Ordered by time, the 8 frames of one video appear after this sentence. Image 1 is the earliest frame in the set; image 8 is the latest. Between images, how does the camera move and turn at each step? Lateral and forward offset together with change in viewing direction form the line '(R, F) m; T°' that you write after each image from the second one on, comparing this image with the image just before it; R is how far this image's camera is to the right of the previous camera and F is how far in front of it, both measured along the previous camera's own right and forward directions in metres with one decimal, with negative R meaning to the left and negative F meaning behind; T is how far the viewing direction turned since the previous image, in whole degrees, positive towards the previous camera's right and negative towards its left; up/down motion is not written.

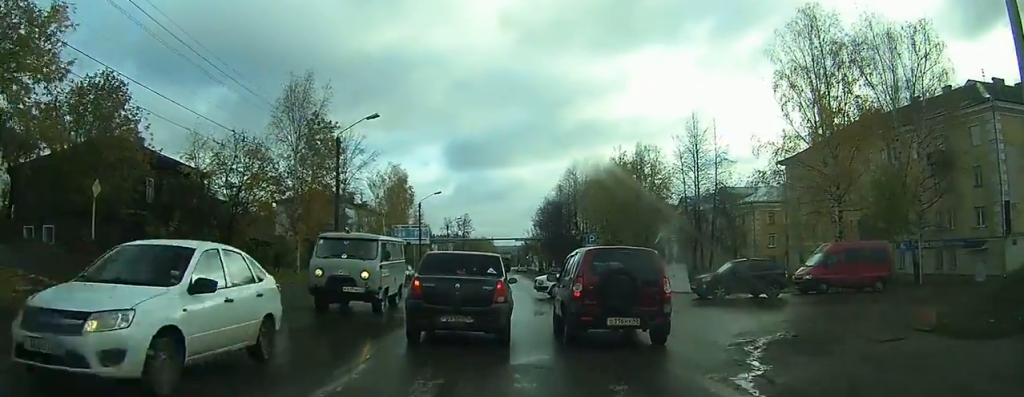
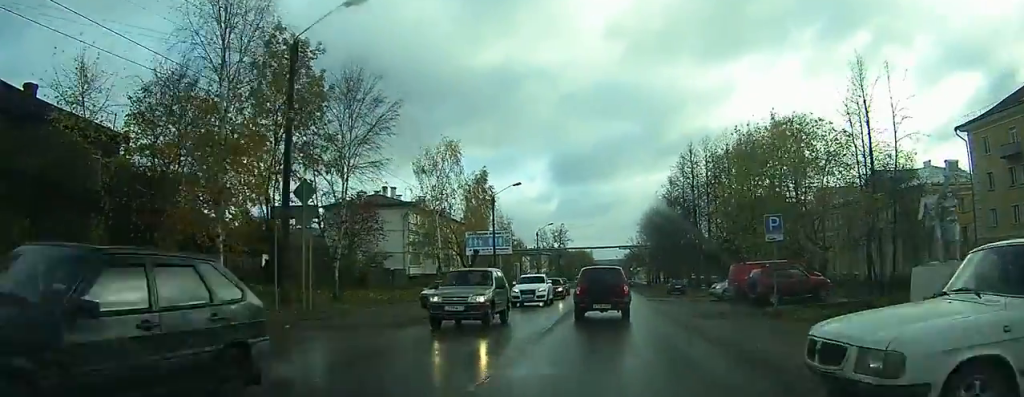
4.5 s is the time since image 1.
(-0.9, +19.7) m; -3°
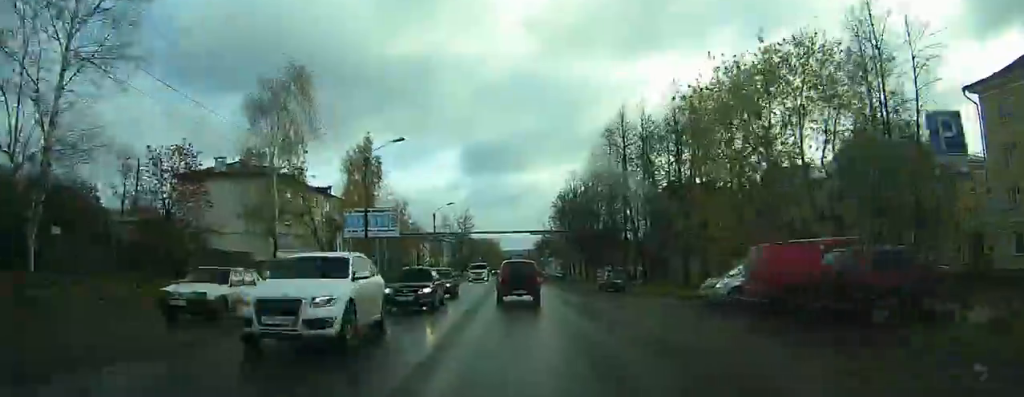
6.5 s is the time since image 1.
(+0.4, +14.3) m; +2°
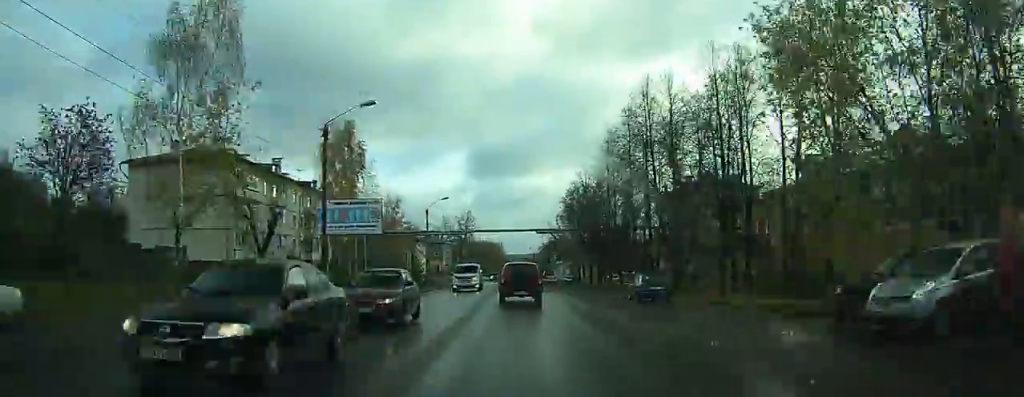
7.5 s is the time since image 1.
(+0.1, +9.2) m; 0°
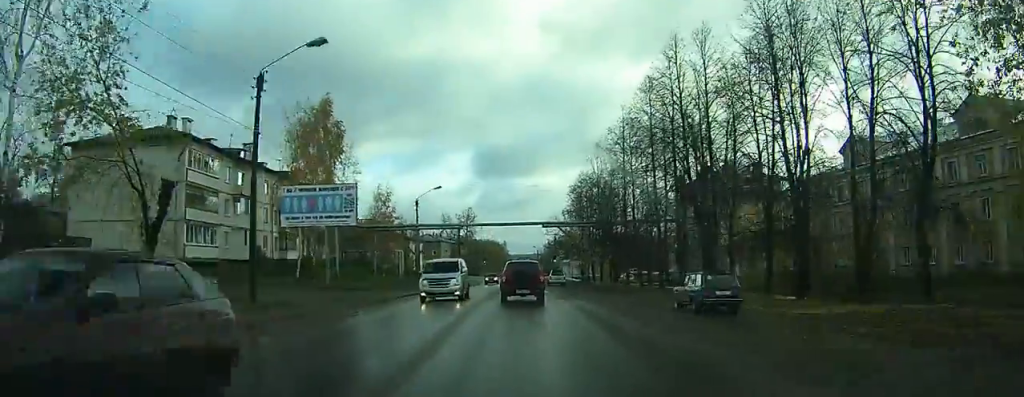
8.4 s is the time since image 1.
(0.0, +8.1) m; 0°
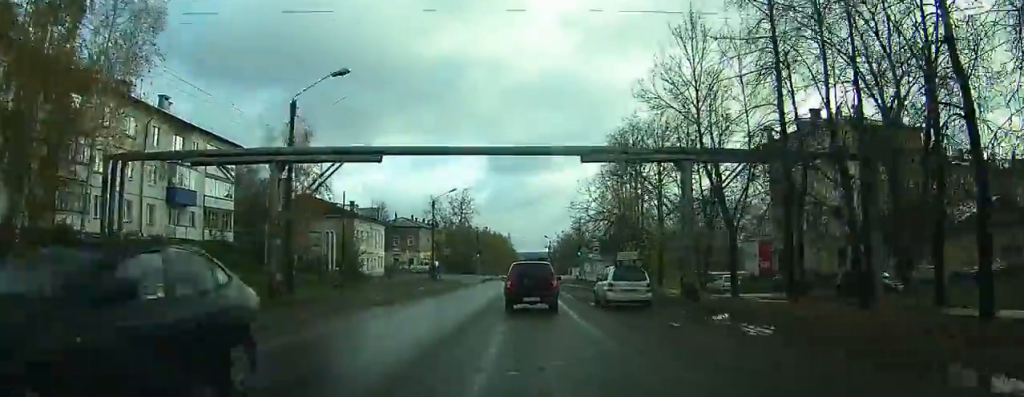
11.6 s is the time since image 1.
(-0.1, +33.5) m; 0°
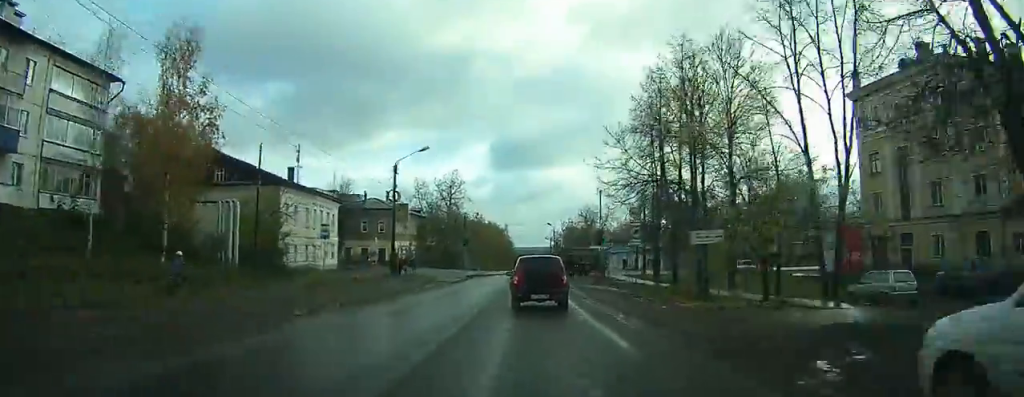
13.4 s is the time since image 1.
(0.0, +19.7) m; +1°
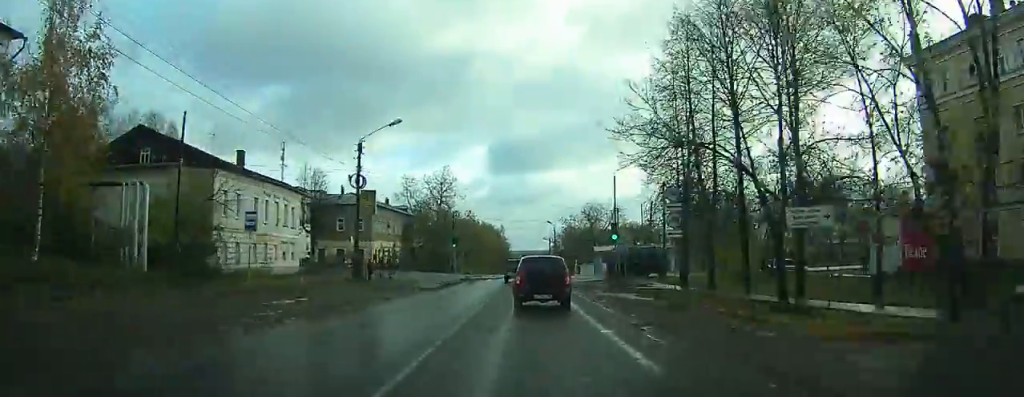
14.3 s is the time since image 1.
(0.0, +10.2) m; +1°
